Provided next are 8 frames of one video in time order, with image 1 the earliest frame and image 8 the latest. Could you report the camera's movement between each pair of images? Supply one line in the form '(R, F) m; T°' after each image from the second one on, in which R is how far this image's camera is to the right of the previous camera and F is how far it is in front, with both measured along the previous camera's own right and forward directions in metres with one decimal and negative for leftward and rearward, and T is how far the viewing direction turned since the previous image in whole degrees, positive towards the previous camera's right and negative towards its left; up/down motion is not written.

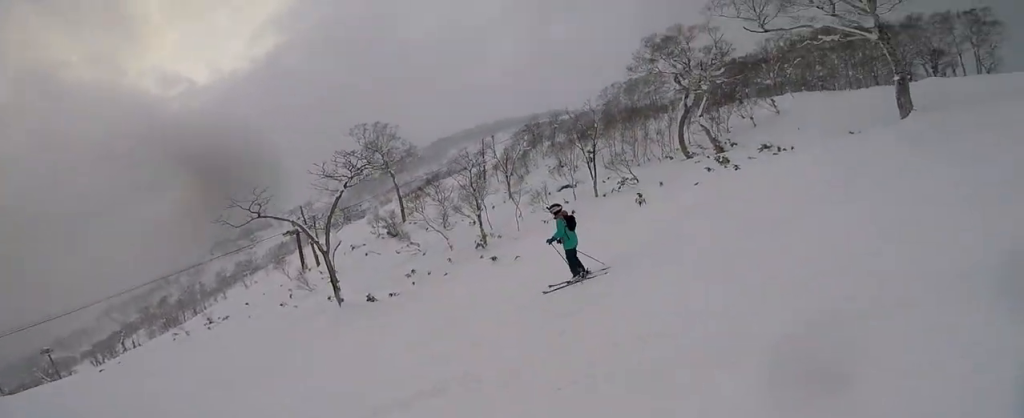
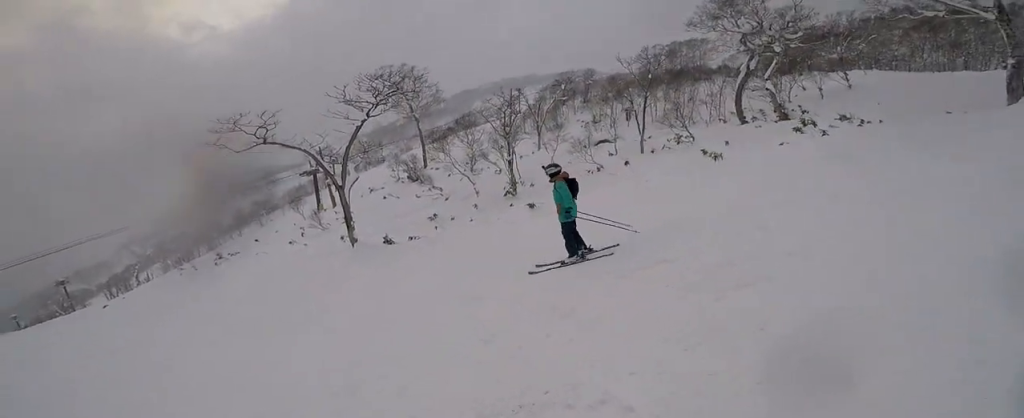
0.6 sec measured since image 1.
(+0.6, +2.8) m; +5°
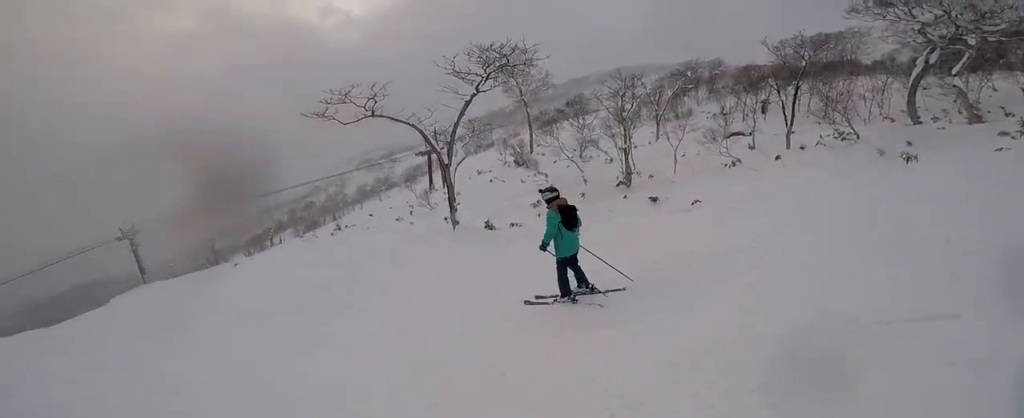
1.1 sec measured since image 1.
(+0.1, +2.2) m; -4°
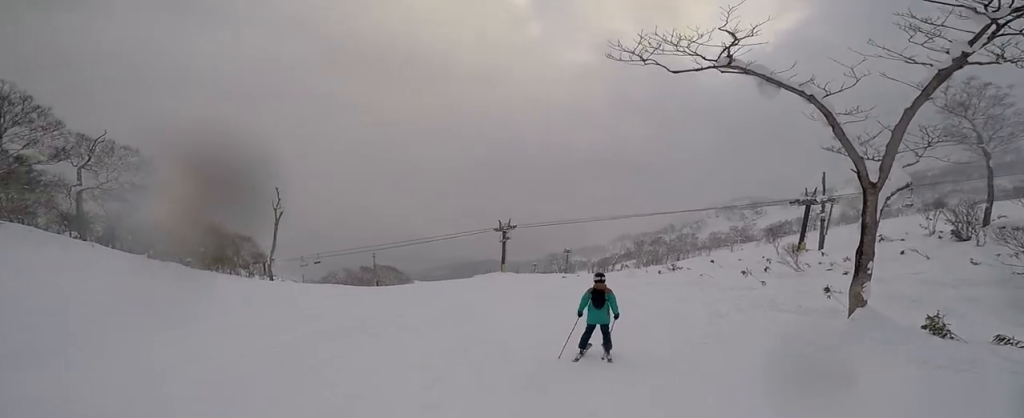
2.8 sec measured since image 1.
(-3.0, +6.7) m; -47°
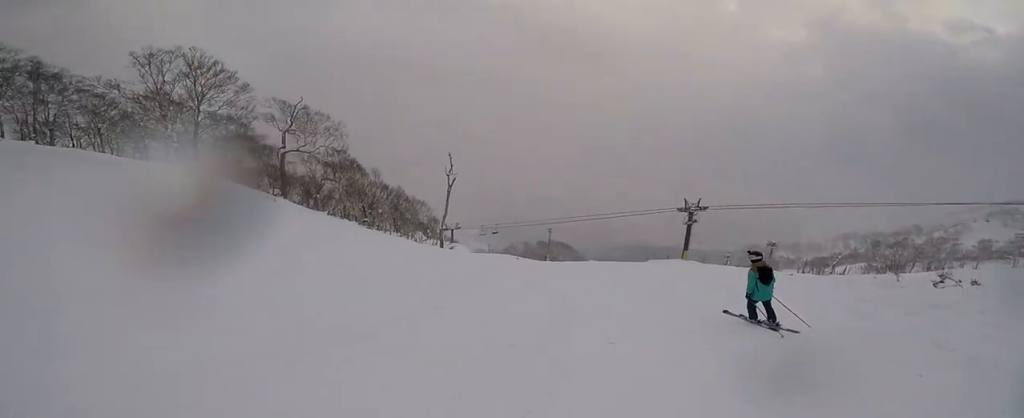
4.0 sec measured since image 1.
(-1.0, +6.1) m; -13°
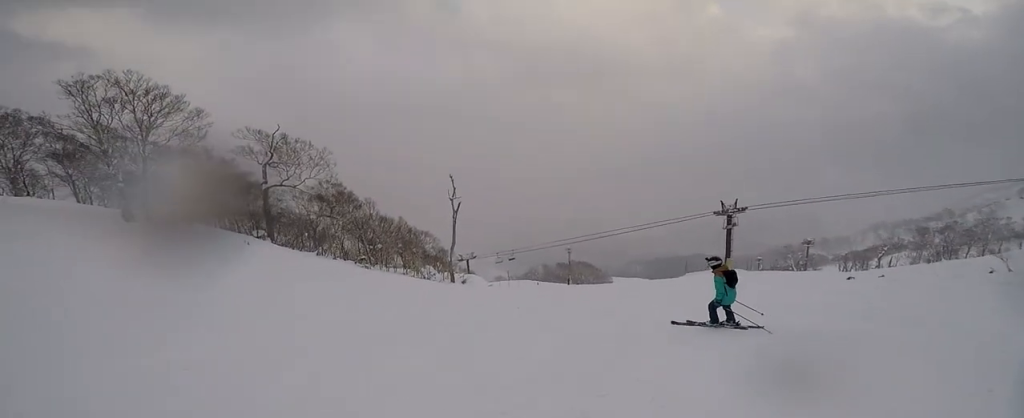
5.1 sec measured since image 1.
(-0.4, +5.6) m; -21°
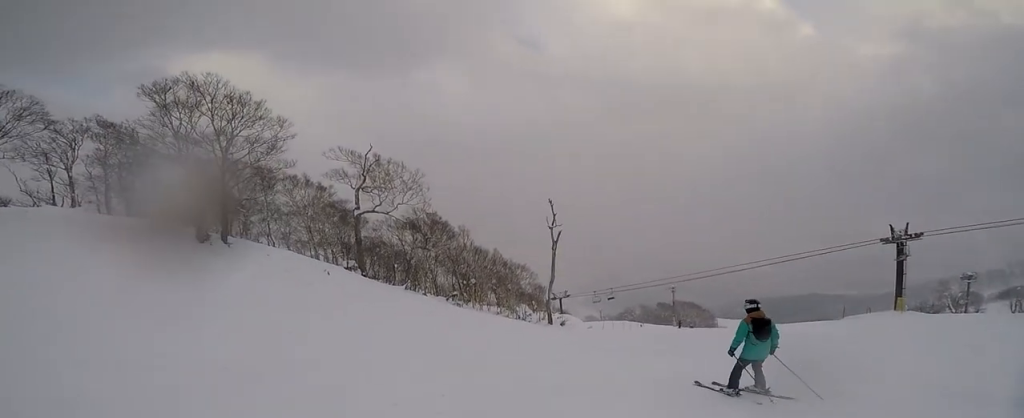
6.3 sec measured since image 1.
(-1.5, +5.4) m; -3°
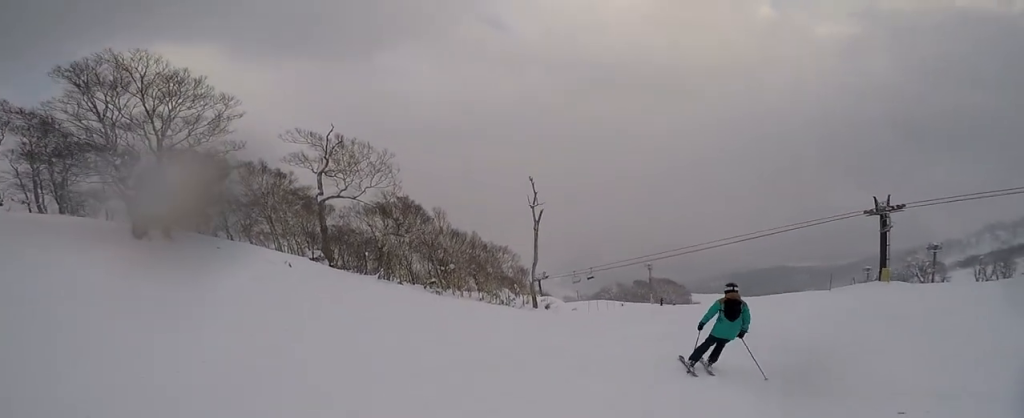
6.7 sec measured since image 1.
(+0.2, +2.1) m; +9°
